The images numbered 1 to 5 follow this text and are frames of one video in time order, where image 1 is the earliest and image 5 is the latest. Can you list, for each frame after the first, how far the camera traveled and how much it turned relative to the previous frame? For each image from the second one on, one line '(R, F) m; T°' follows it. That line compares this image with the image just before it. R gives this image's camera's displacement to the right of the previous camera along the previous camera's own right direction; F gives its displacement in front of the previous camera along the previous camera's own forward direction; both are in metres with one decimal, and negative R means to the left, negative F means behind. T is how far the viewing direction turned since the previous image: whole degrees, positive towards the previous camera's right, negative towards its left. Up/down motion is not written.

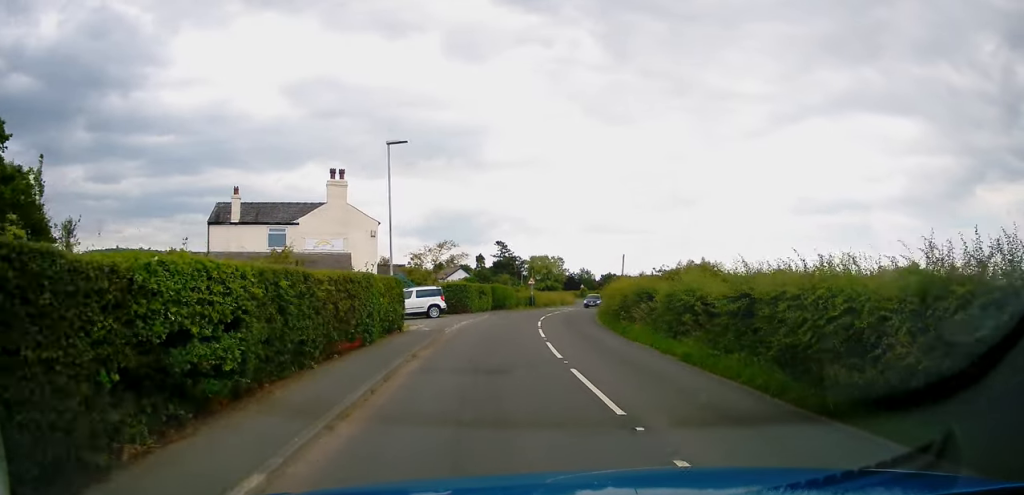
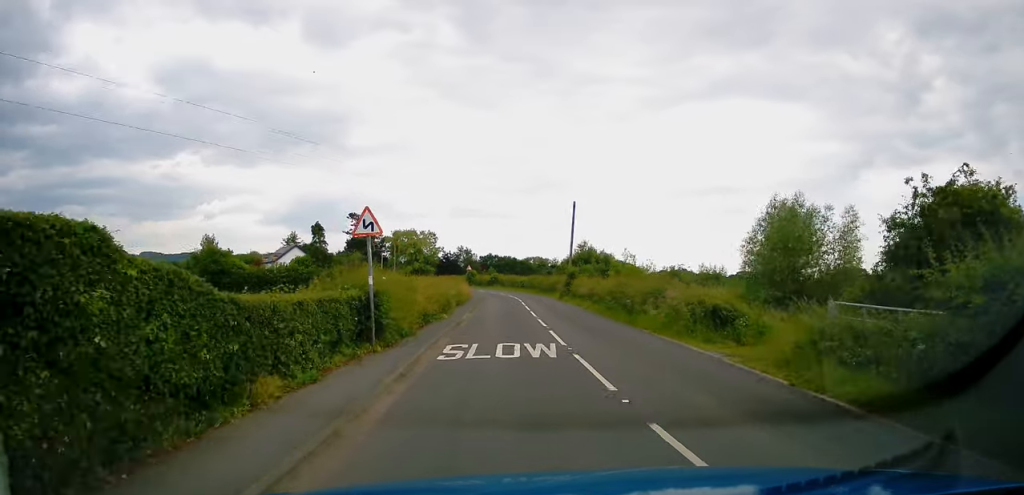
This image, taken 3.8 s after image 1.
(+3.9, +45.0) m; +13°
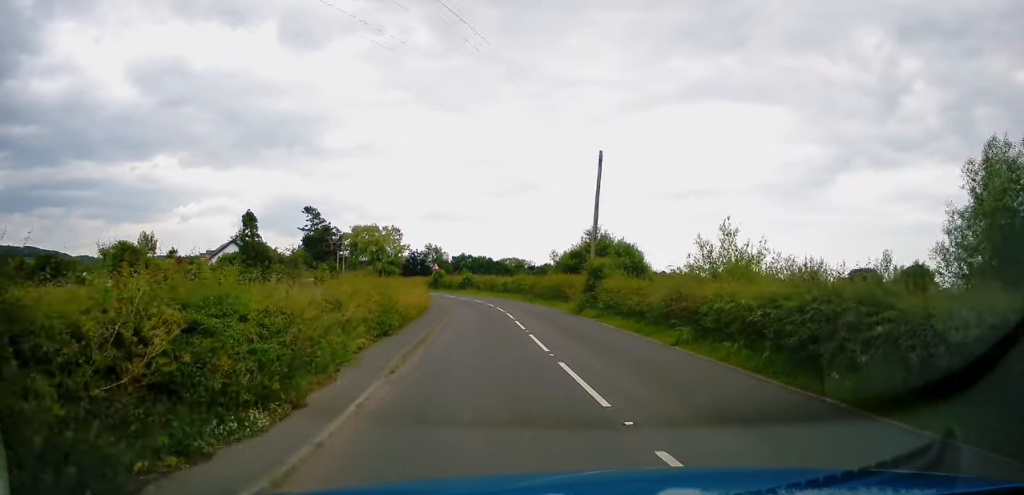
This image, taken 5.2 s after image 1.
(+0.3, +18.1) m; +1°
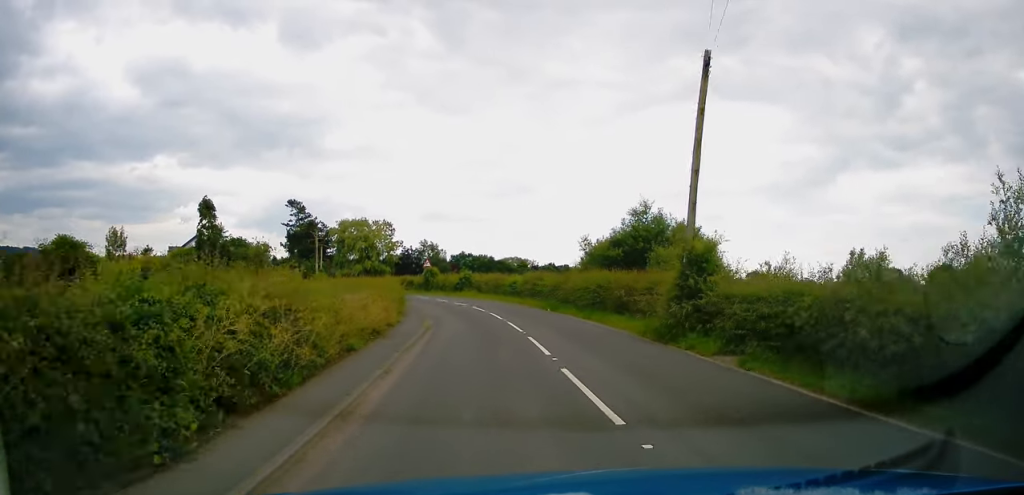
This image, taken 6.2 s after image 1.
(+0.1, +12.4) m; 0°
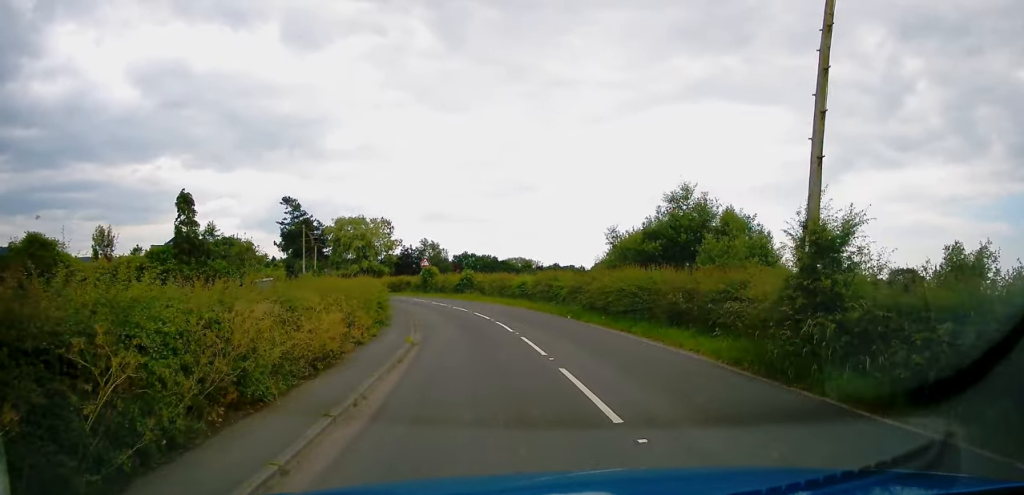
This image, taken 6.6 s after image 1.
(0.0, +5.6) m; 0°
